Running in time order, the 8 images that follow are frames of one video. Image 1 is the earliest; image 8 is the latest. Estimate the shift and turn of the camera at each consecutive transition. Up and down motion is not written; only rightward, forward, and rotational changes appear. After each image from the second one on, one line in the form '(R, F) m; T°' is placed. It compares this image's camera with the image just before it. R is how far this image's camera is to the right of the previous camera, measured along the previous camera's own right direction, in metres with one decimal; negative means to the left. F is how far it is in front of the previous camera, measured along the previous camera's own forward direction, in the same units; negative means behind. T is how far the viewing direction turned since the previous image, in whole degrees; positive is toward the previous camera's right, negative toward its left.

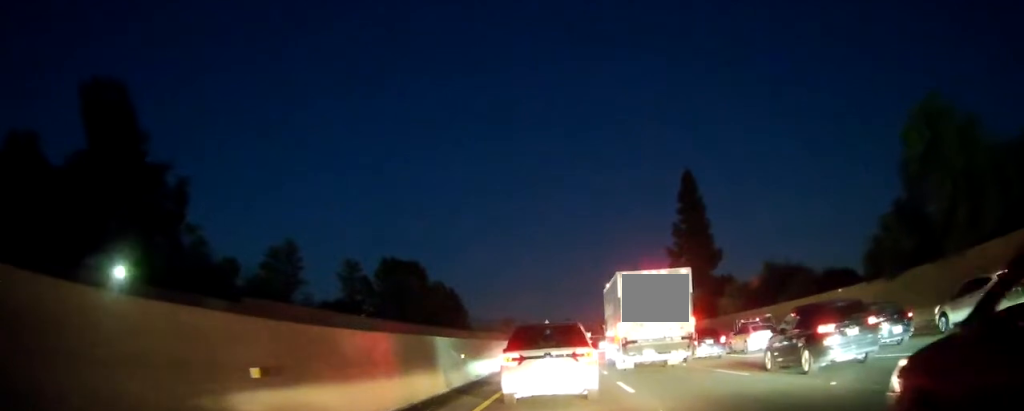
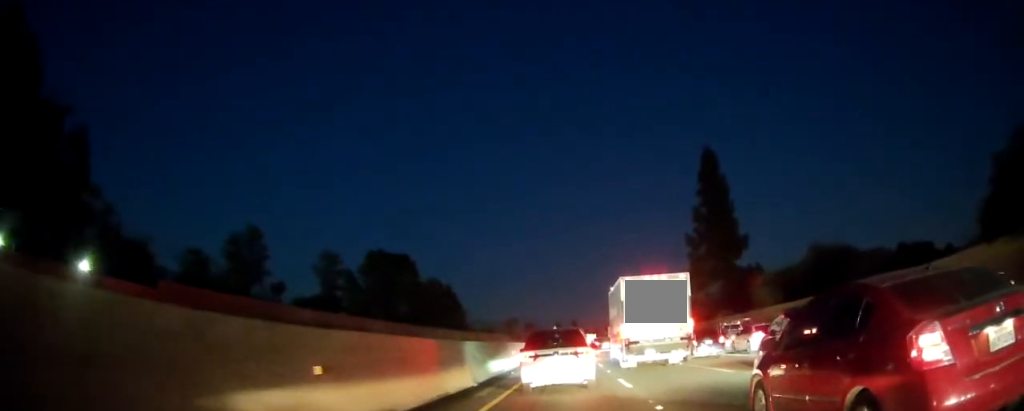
(+0.2, +9.5) m; +3°
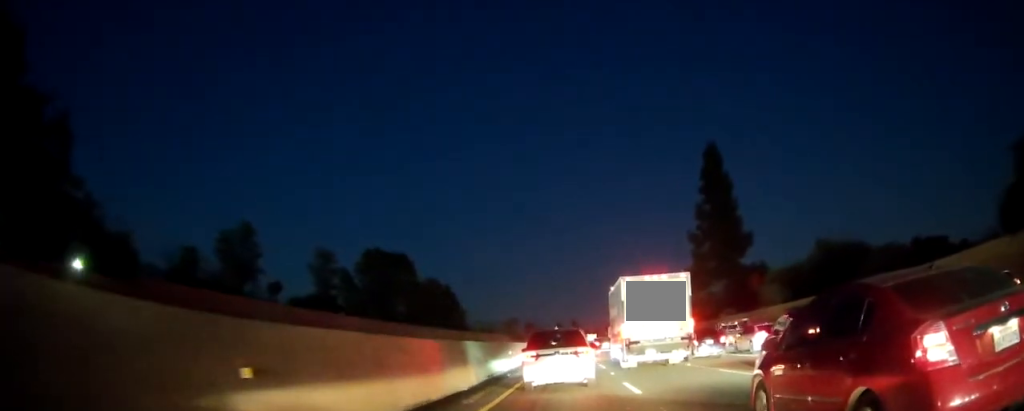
(0.0, +1.9) m; 0°
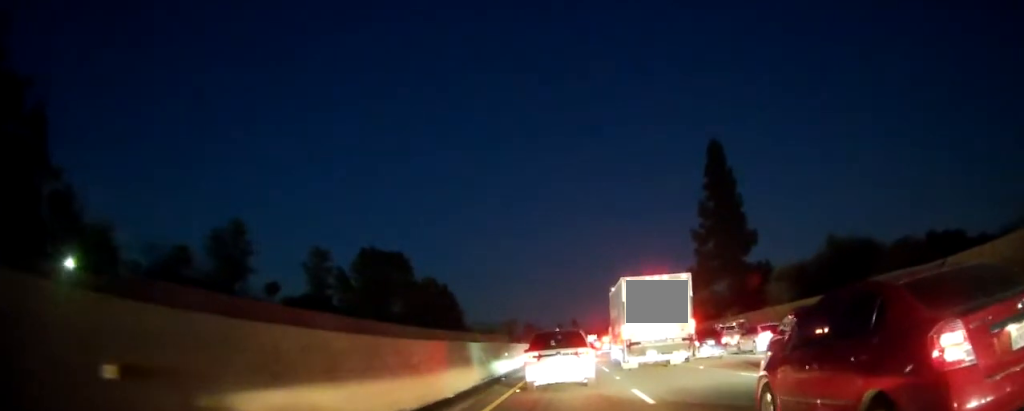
(0.0, +2.2) m; -1°
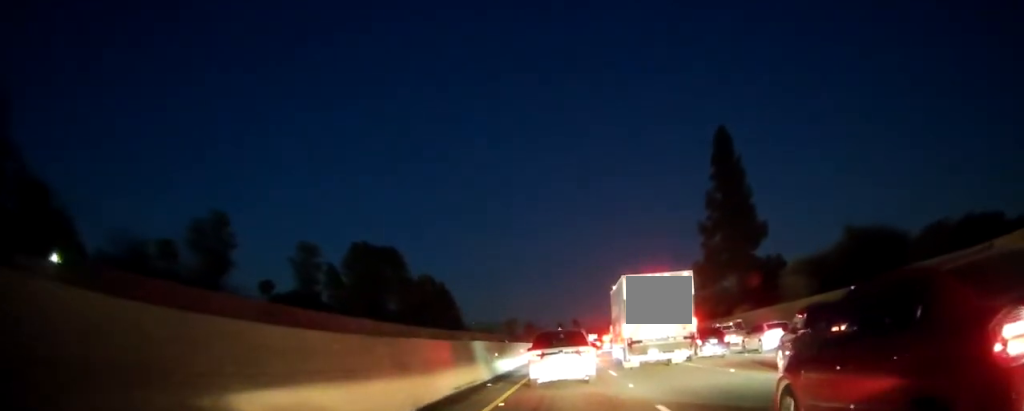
(0.0, +4.1) m; -1°
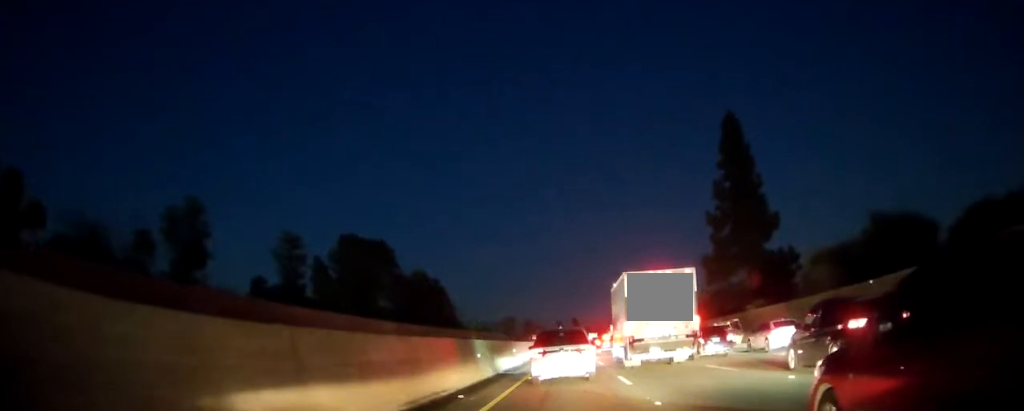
(-0.1, +4.8) m; 0°
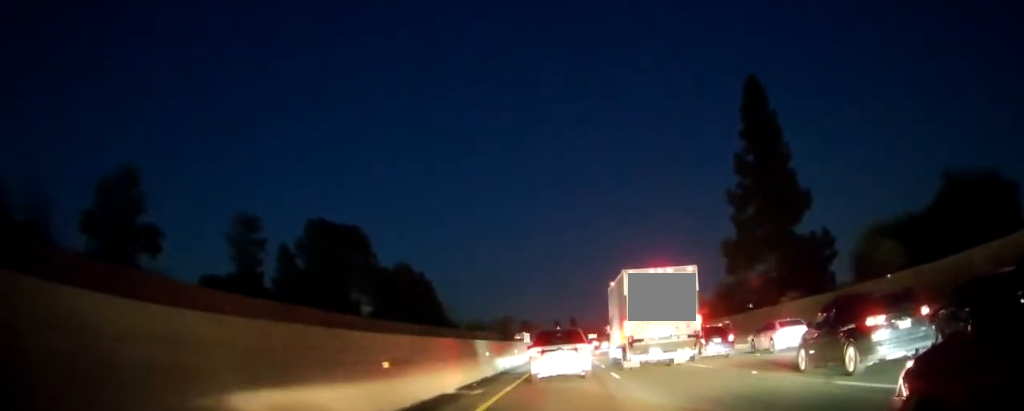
(0.0, +11.6) m; -1°
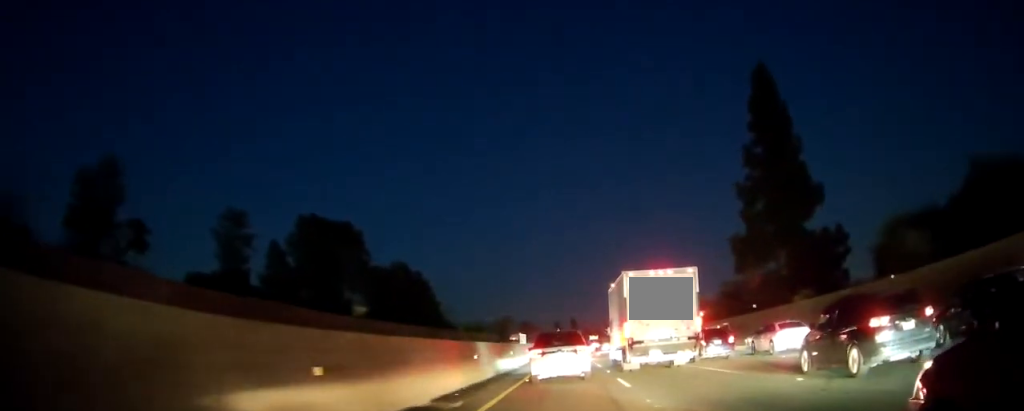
(0.0, +3.3) m; -1°
